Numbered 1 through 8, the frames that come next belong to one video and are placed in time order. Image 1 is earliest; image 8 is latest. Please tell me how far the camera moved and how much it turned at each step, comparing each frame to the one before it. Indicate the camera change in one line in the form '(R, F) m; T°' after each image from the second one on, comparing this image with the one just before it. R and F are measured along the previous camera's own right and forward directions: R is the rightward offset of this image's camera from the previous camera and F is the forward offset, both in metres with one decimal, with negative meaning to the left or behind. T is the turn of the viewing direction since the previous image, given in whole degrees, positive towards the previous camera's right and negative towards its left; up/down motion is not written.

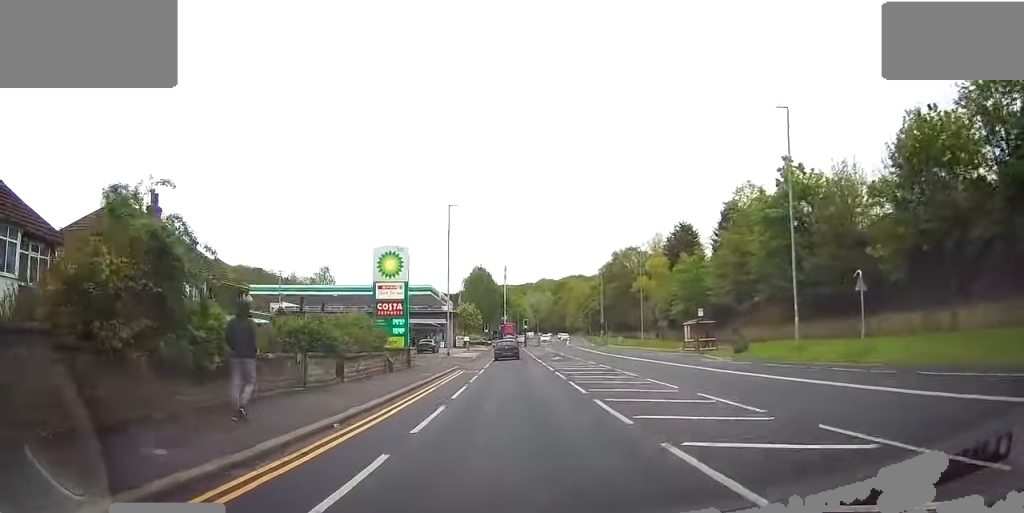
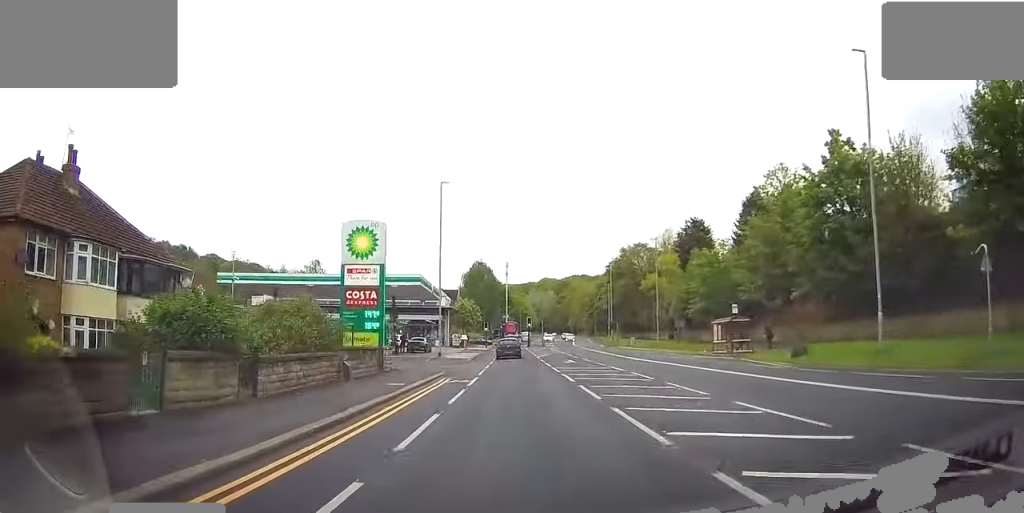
(0.0, +7.8) m; 0°
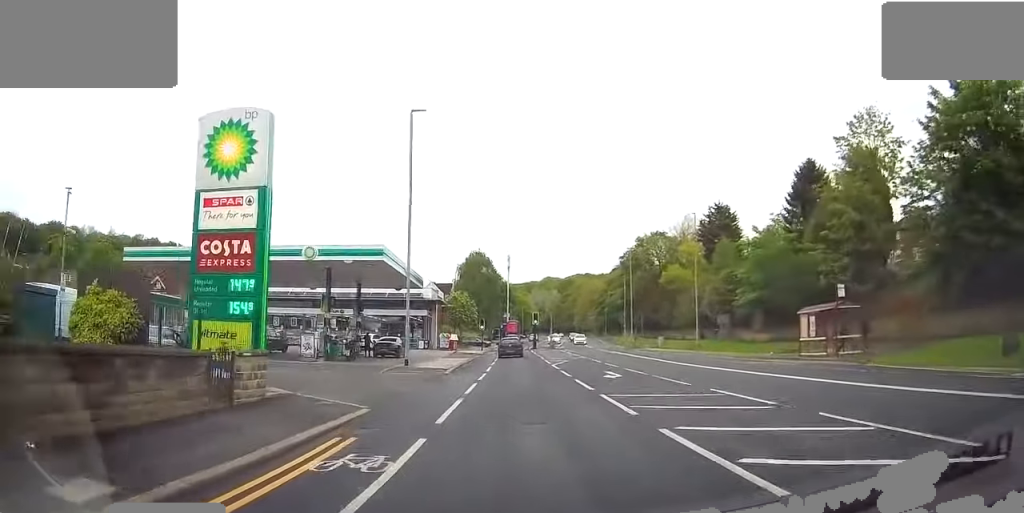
(-0.2, +14.8) m; 0°
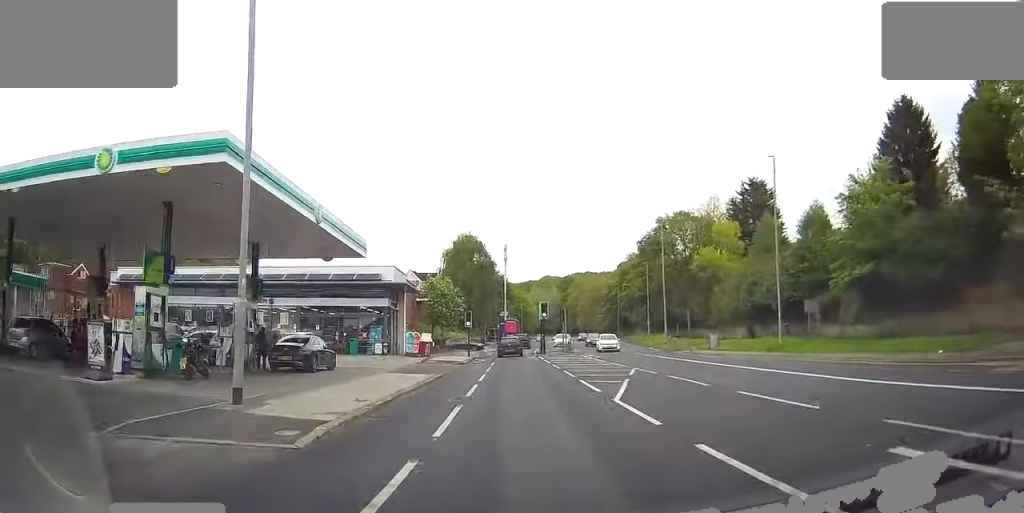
(+0.4, +19.6) m; +2°
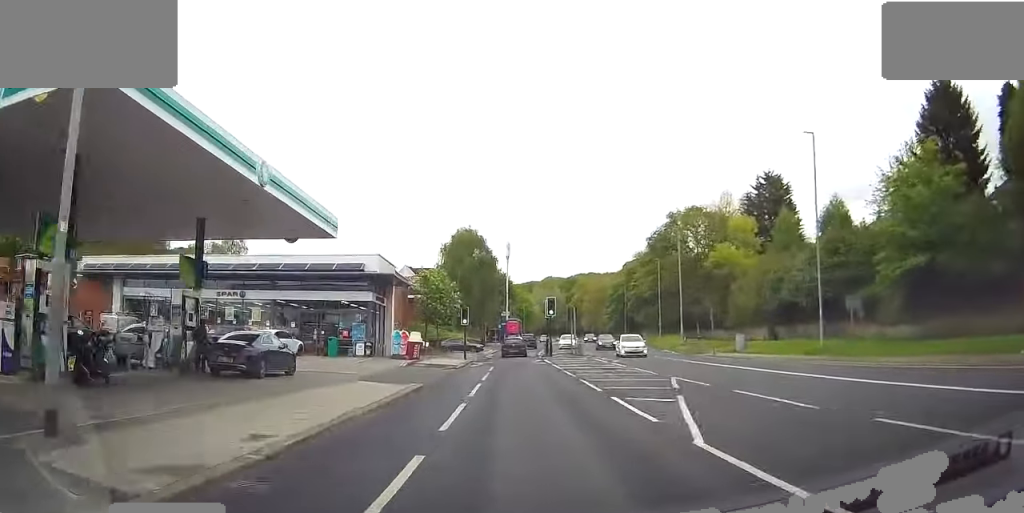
(0.0, +5.7) m; -1°
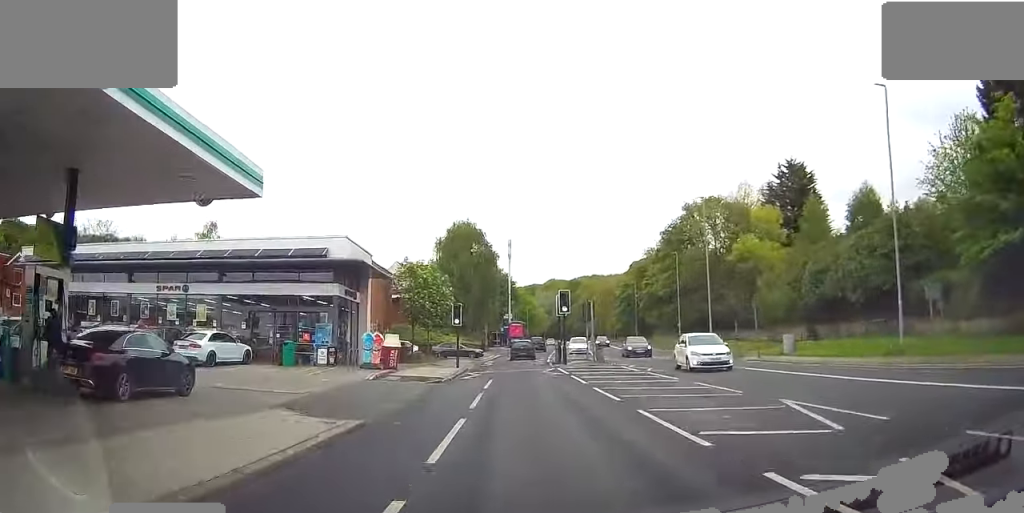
(0.0, +8.1) m; -1°
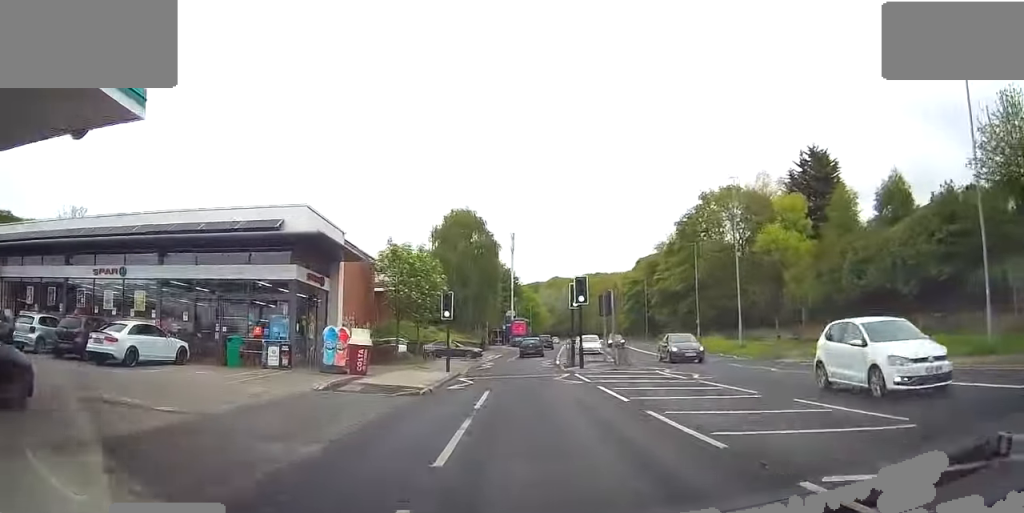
(-0.1, +6.5) m; -1°
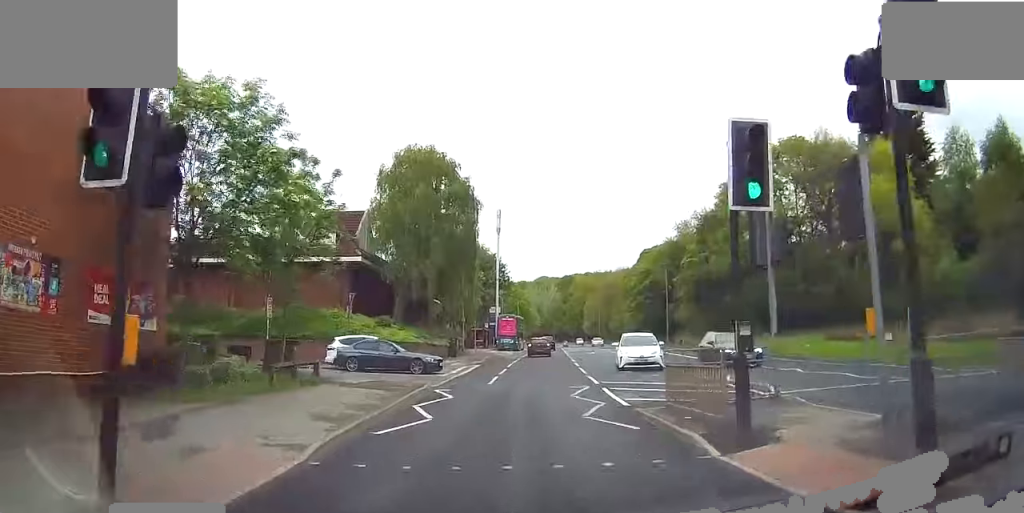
(+0.2, +23.0) m; +3°
